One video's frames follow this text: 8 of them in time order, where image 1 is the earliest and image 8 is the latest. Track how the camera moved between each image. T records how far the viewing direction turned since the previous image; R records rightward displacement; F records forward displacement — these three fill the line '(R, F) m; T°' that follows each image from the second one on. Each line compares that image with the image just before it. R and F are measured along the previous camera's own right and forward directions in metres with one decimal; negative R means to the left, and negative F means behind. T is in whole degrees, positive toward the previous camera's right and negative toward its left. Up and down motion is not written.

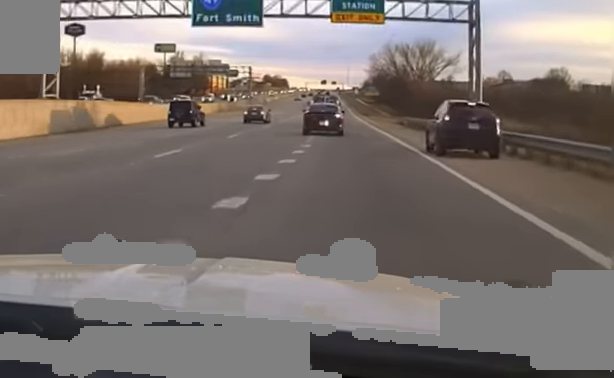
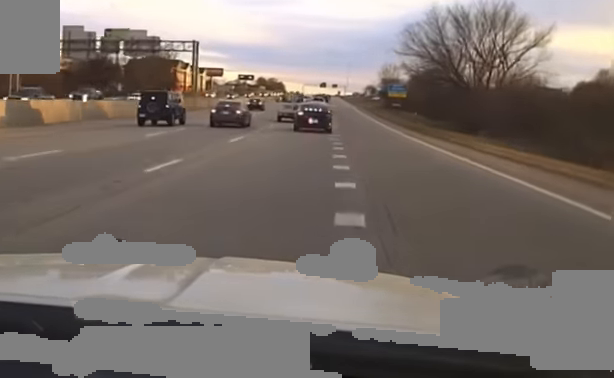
(+0.9, +60.8) m; +1°
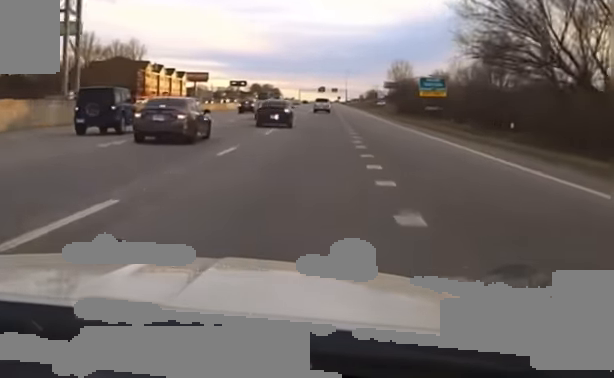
(-0.3, +42.3) m; 0°
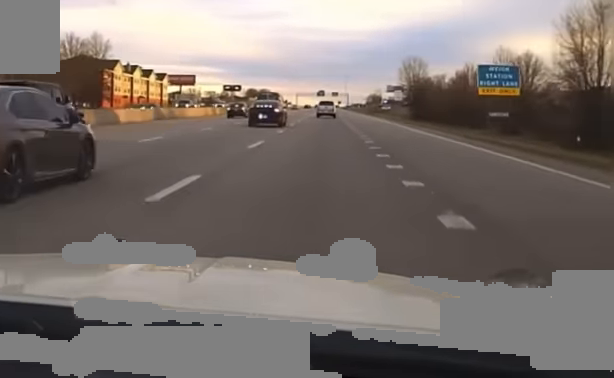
(+0.2, +32.5) m; 0°
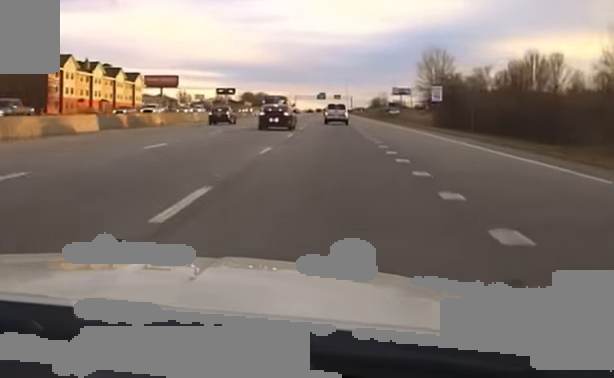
(-0.1, +38.6) m; -1°
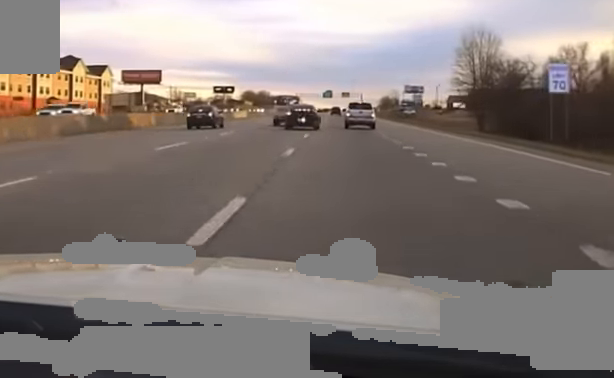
(-0.8, +39.2) m; -2°
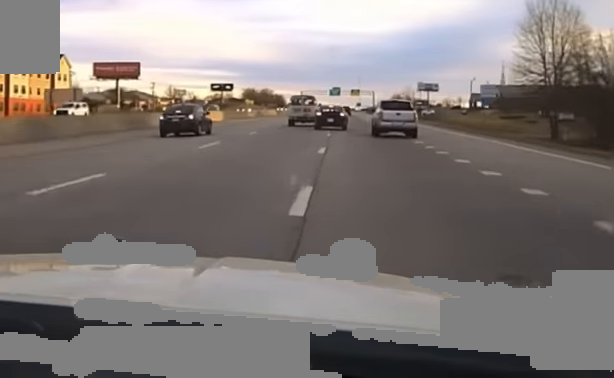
(-0.8, +35.9) m; -1°
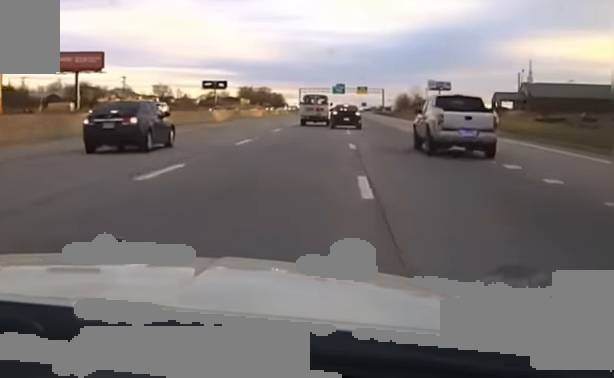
(-0.1, +35.7) m; +1°
